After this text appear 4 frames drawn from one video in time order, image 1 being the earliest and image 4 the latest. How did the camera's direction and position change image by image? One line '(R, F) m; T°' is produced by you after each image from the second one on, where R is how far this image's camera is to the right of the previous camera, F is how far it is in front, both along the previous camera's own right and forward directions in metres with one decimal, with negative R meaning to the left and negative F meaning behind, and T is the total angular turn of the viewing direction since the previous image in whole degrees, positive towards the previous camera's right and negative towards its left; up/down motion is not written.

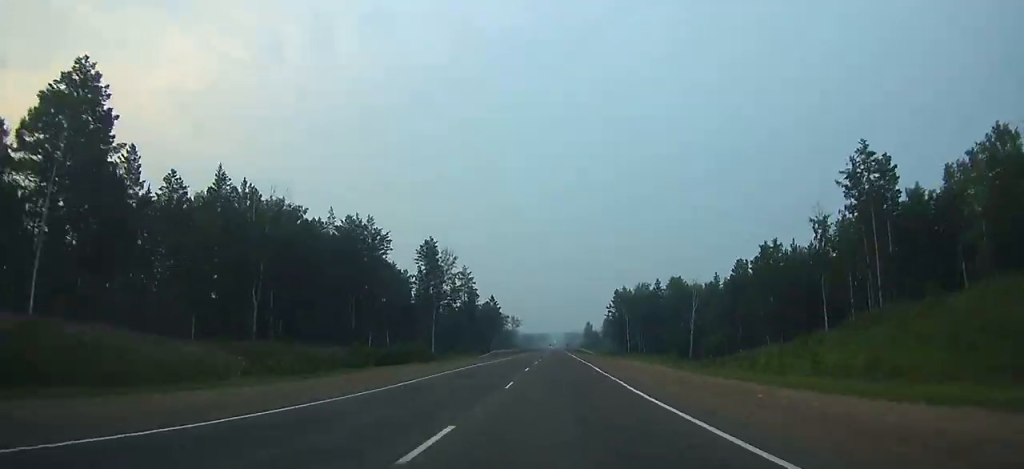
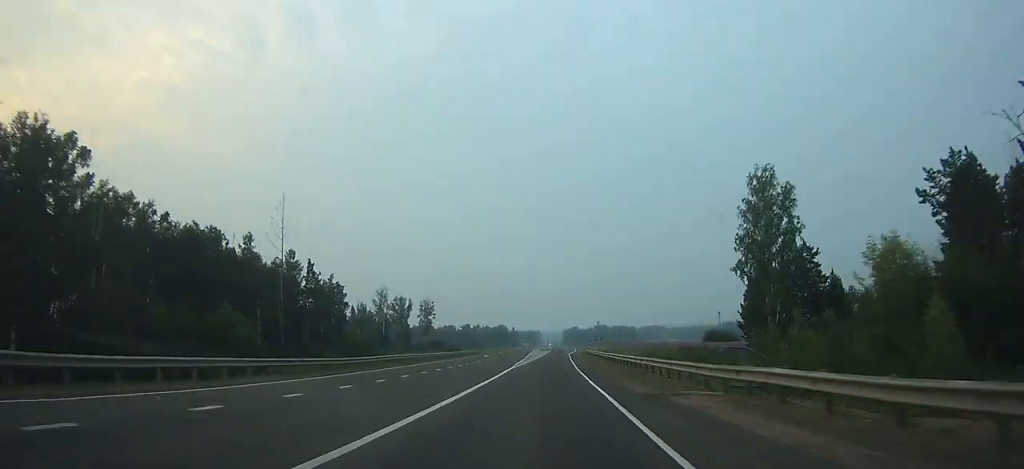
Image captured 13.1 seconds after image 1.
(+1.4, +397.6) m; +1°
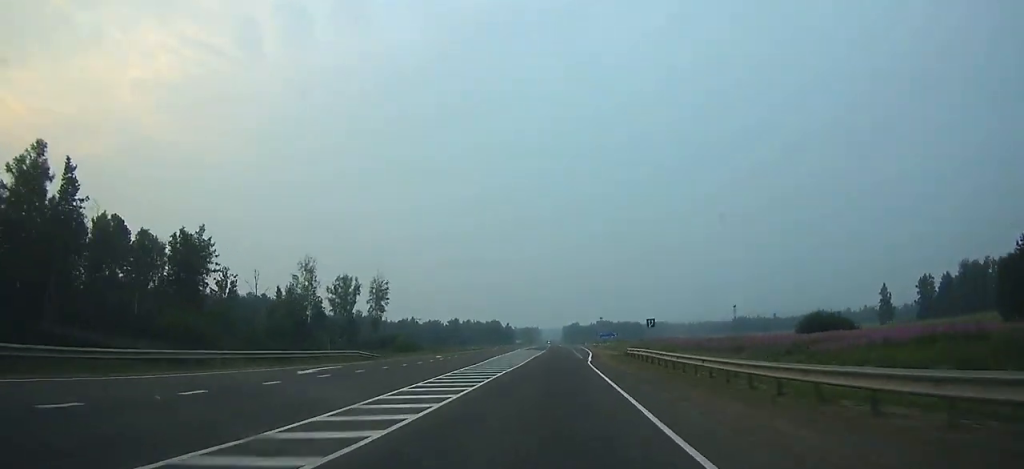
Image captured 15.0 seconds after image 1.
(0.0, +57.3) m; 0°
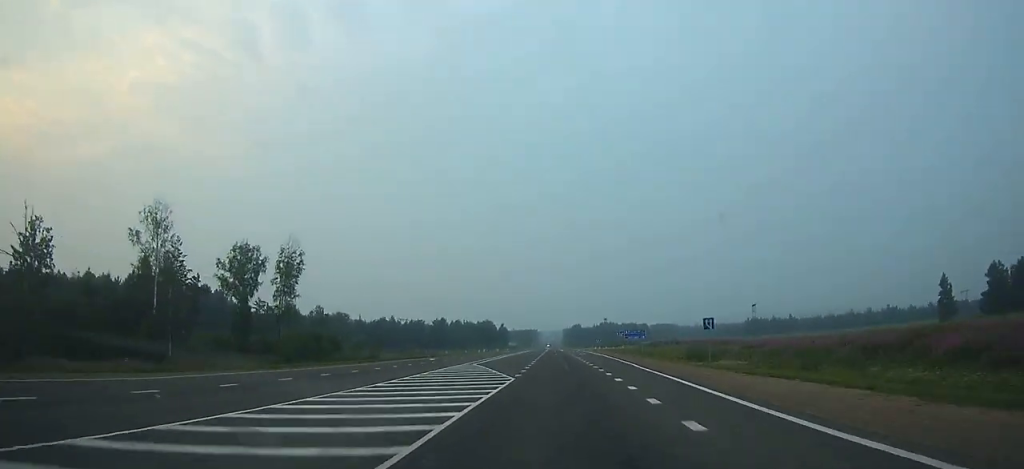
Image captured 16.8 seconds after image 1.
(0.0, +54.2) m; 0°
